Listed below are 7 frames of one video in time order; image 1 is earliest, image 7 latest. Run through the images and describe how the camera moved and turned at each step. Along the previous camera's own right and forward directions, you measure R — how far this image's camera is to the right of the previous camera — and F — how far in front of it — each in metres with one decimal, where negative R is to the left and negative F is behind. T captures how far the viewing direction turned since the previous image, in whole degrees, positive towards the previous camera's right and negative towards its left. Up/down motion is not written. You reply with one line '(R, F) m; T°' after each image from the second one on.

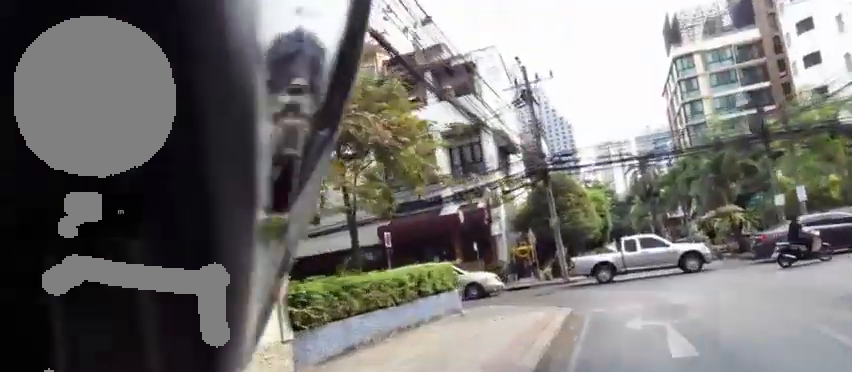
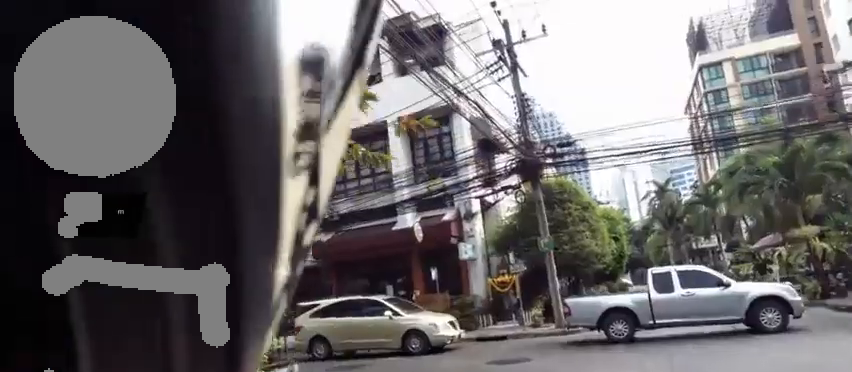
(+0.6, +10.0) m; -23°
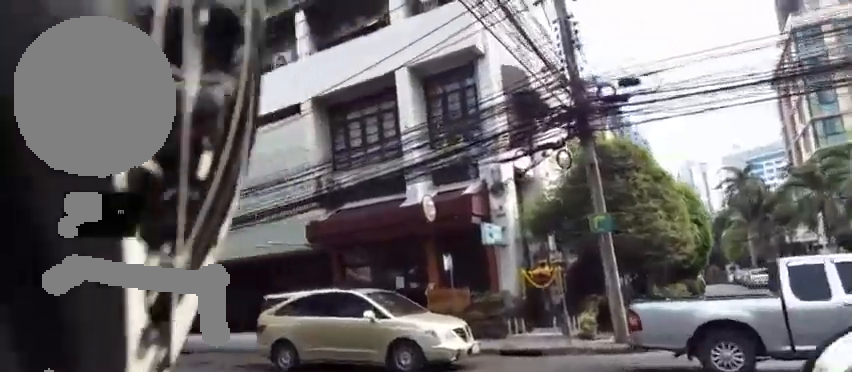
(-2.1, +4.2) m; -45°
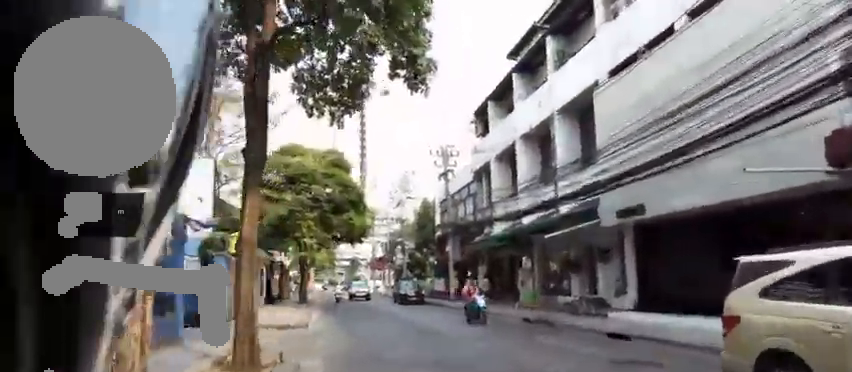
(-1.0, +4.0) m; -17°
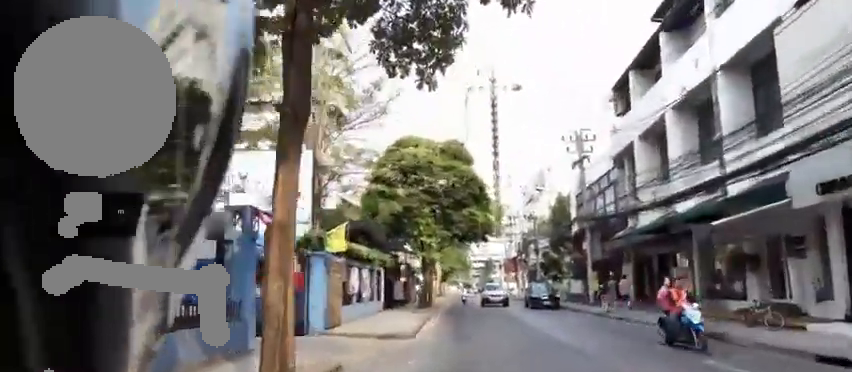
(0.0, +1.1) m; 0°
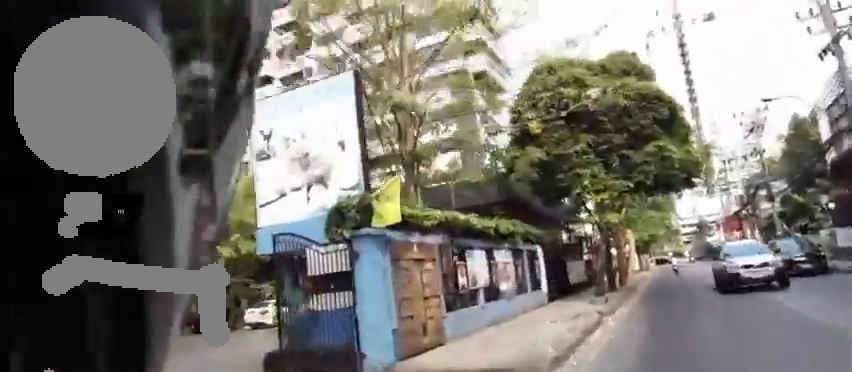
(0.0, +2.5) m; 0°
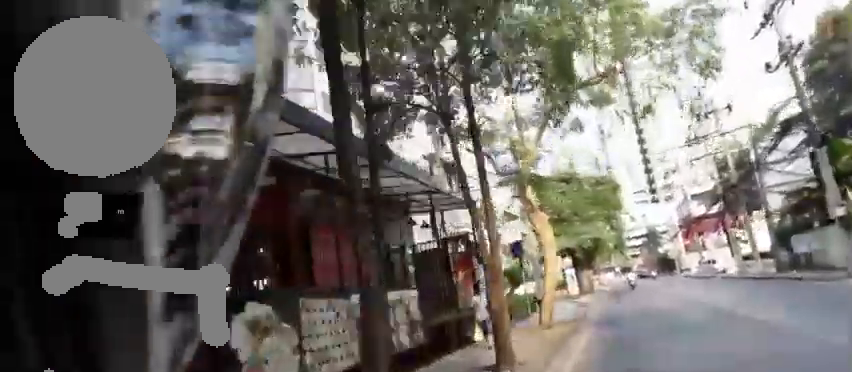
(+0.1, +9.6) m; 0°
